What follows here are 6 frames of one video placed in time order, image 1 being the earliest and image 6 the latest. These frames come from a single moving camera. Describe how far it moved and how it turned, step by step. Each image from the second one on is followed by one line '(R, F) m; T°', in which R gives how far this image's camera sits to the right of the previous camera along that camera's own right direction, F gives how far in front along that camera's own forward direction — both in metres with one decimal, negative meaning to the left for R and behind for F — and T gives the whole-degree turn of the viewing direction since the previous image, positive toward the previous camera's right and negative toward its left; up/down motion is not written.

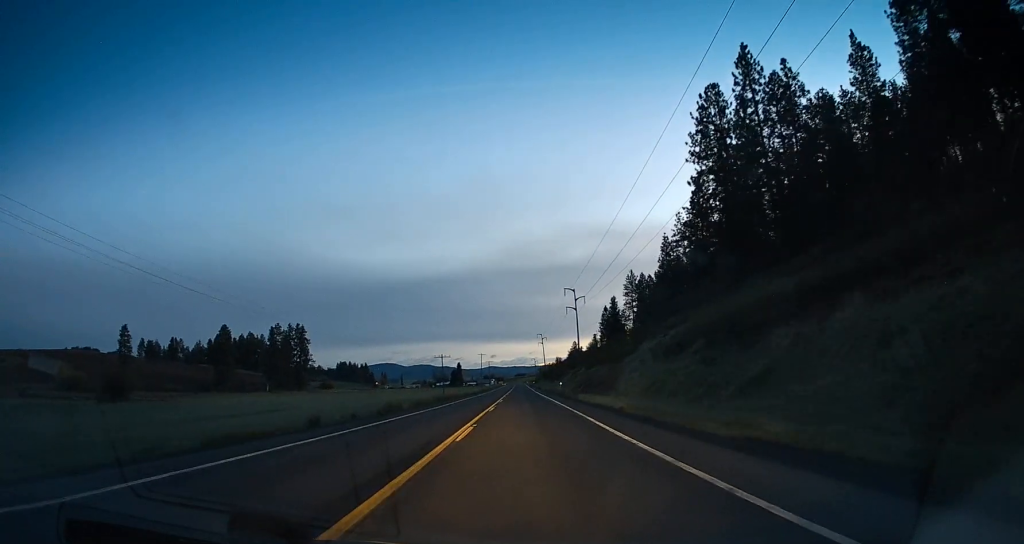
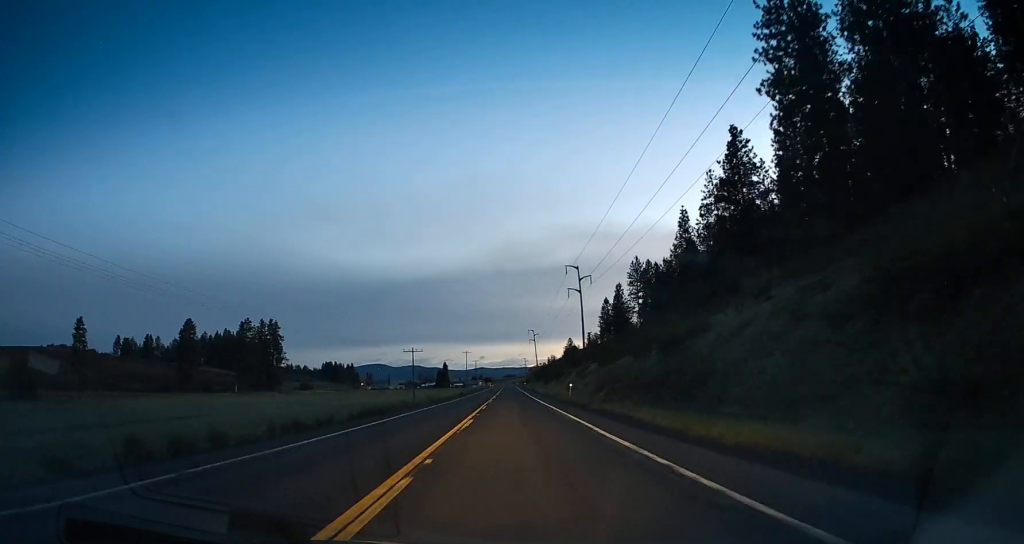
(+0.3, +25.2) m; 0°
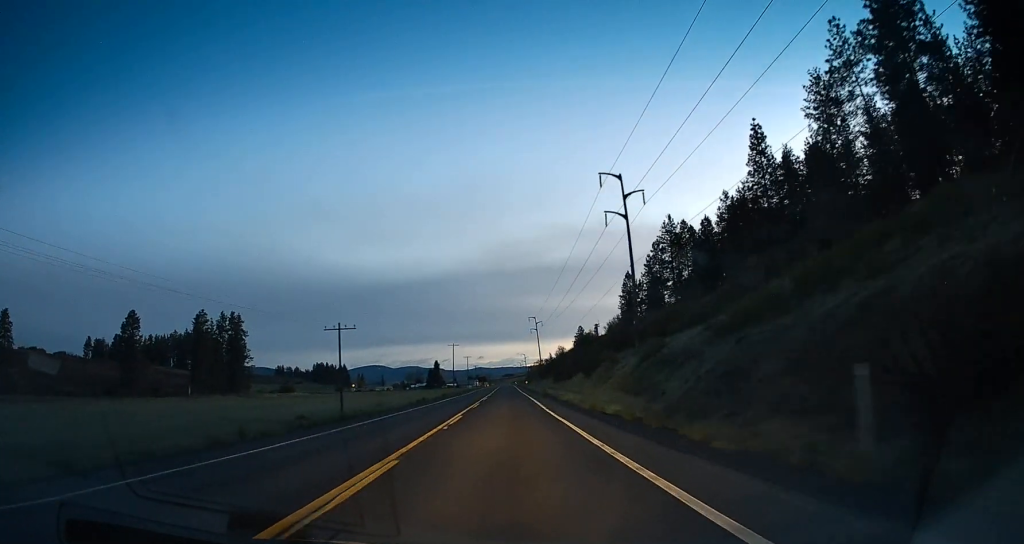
(+0.7, +43.1) m; +3°
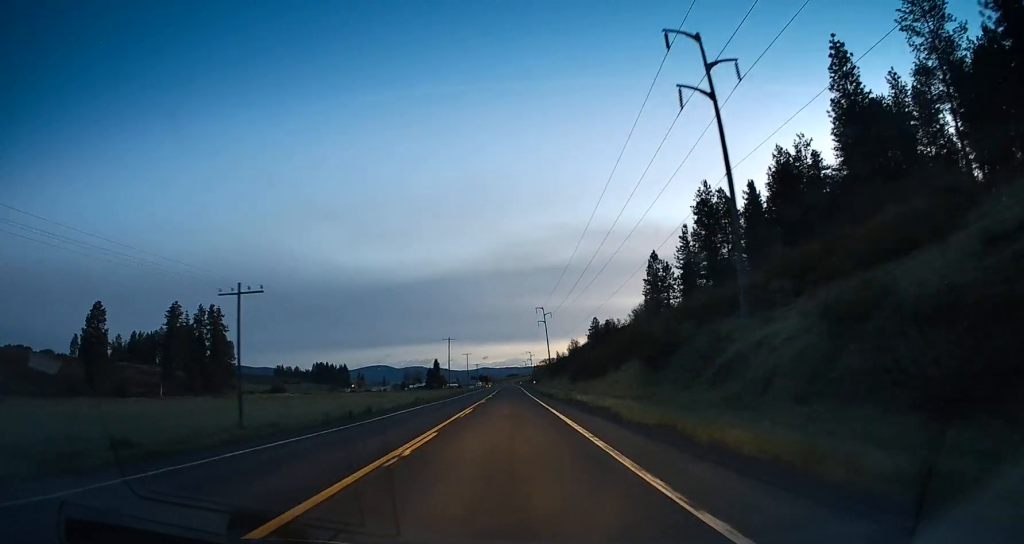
(+0.2, +24.6) m; 0°
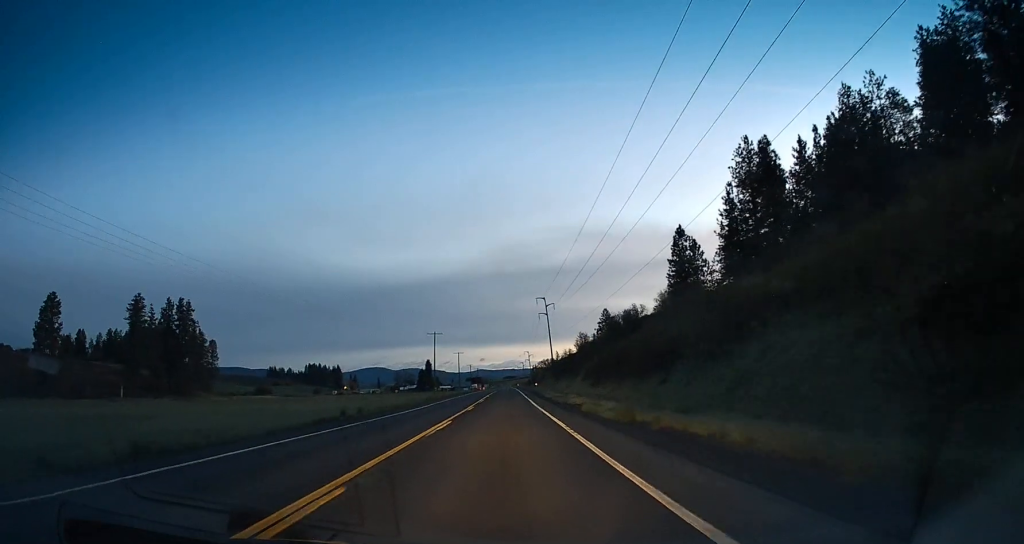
(-0.4, +23.7) m; -2°
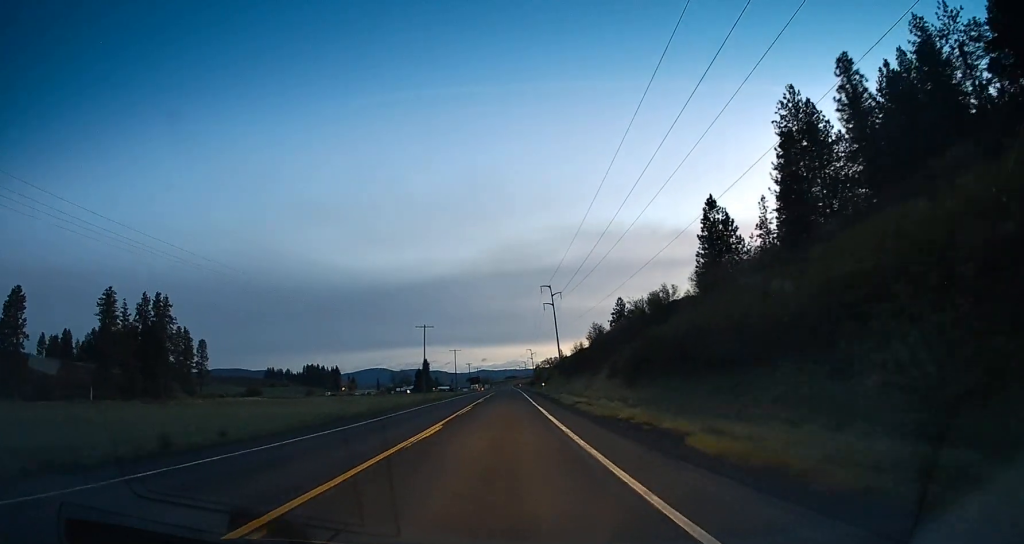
(-0.5, +17.8) m; 0°
